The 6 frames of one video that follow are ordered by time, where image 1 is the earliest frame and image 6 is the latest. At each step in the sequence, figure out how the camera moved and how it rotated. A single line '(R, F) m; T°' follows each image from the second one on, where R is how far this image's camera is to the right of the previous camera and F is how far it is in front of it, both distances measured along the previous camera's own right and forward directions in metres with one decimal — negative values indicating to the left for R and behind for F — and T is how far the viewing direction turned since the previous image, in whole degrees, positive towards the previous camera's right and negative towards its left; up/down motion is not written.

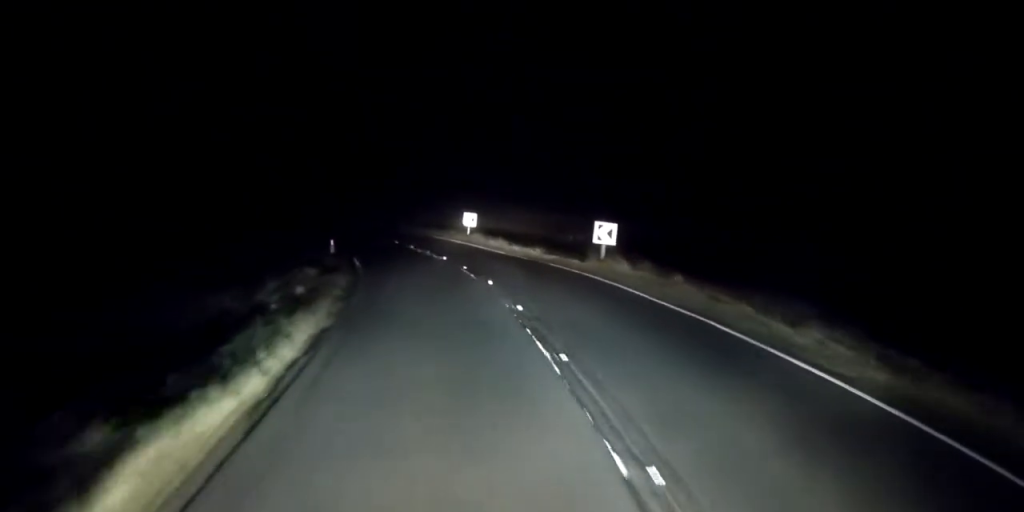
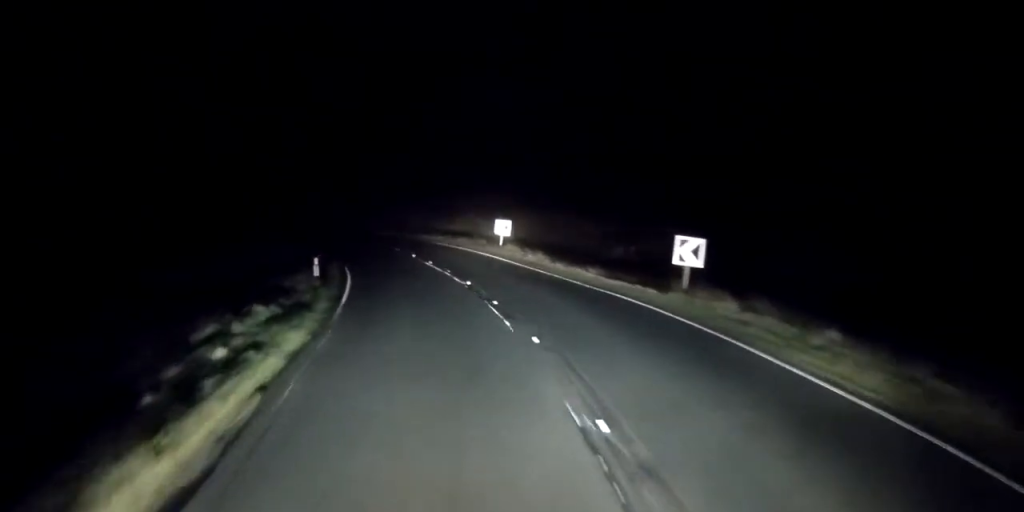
(-0.3, +7.2) m; -5°
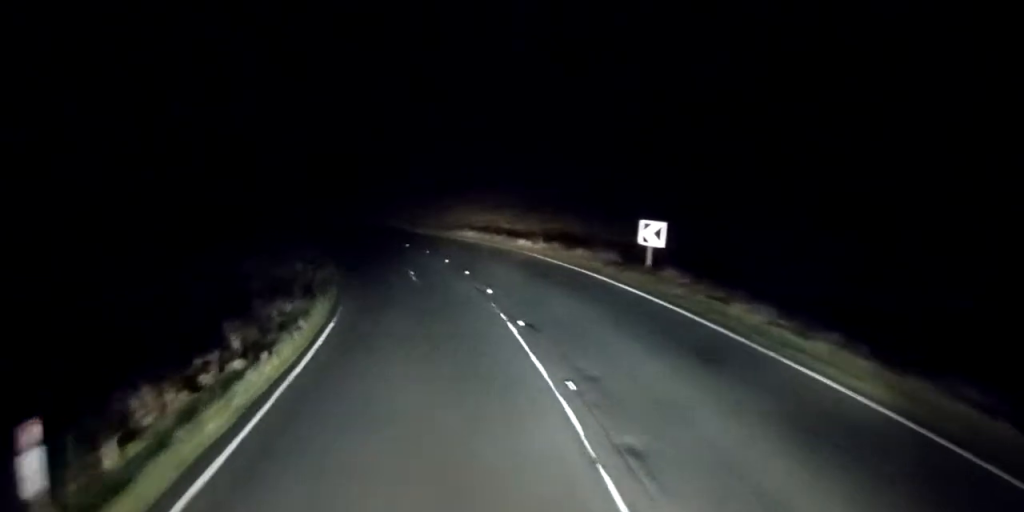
(-1.6, +16.6) m; -8°
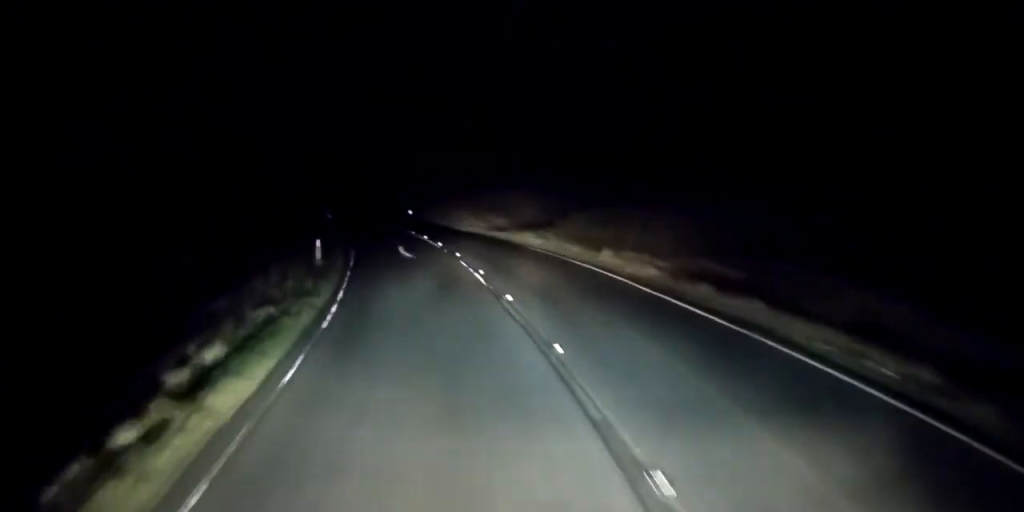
(-7.2, +42.2) m; -22°
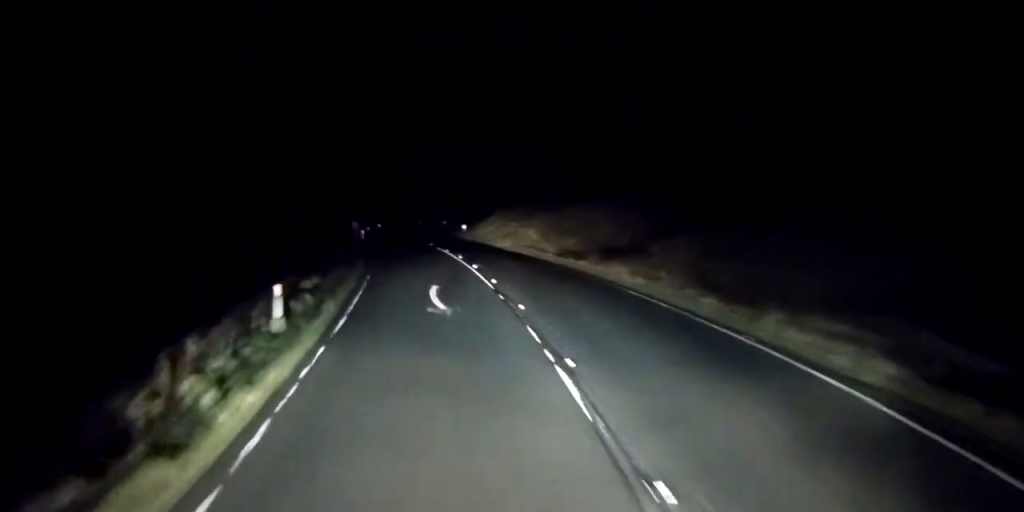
(-0.3, +8.9) m; -5°
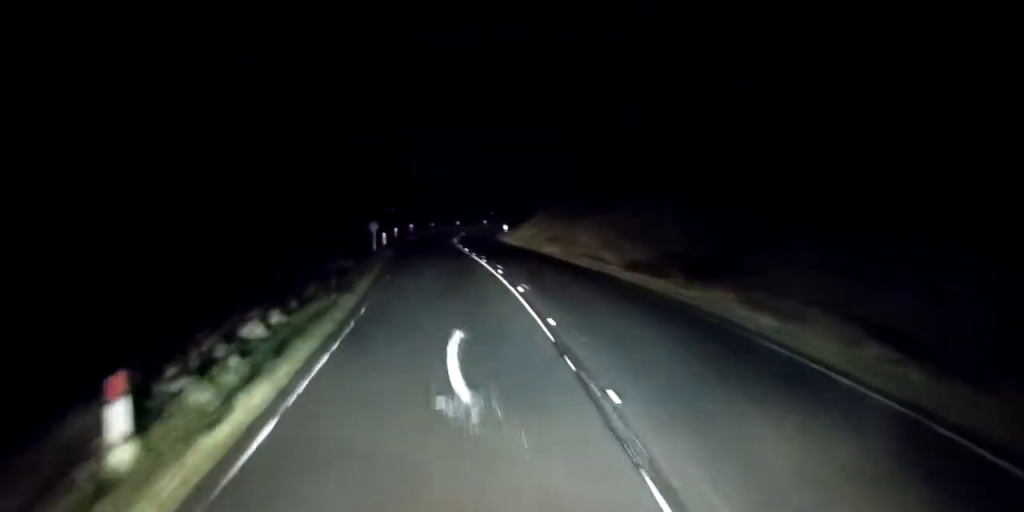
(-0.3, +6.3) m; -2°
